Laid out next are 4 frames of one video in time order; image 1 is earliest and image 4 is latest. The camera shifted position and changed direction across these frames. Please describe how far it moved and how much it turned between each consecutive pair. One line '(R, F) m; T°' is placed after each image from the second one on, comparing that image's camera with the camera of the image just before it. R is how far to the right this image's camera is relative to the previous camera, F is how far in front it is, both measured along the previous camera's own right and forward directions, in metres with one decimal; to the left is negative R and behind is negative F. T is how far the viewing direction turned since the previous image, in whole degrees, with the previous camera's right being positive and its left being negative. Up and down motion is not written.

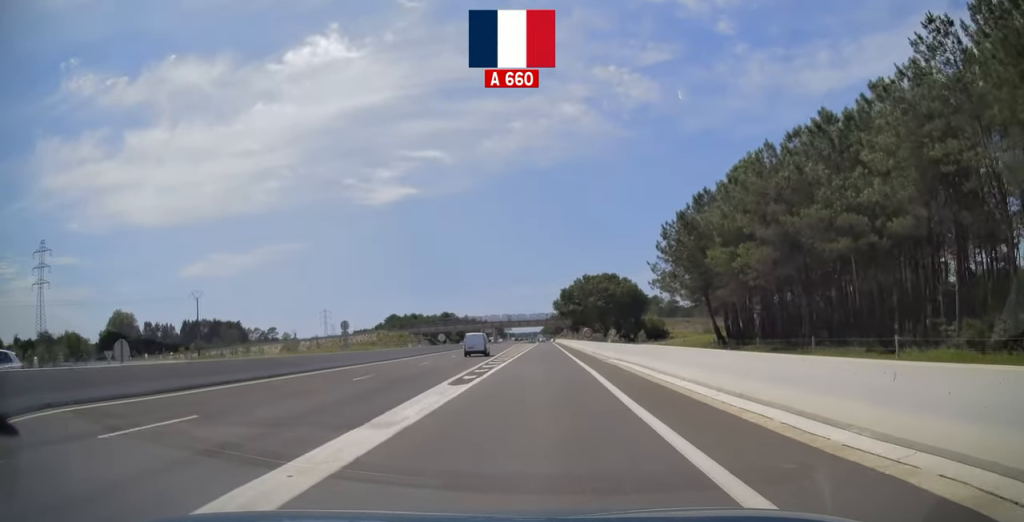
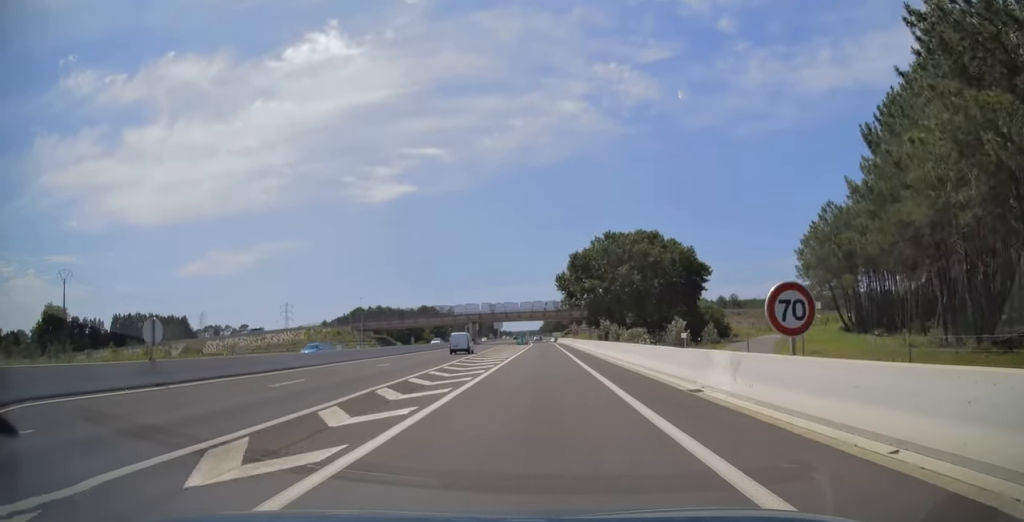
(+0.8, +56.9) m; 0°
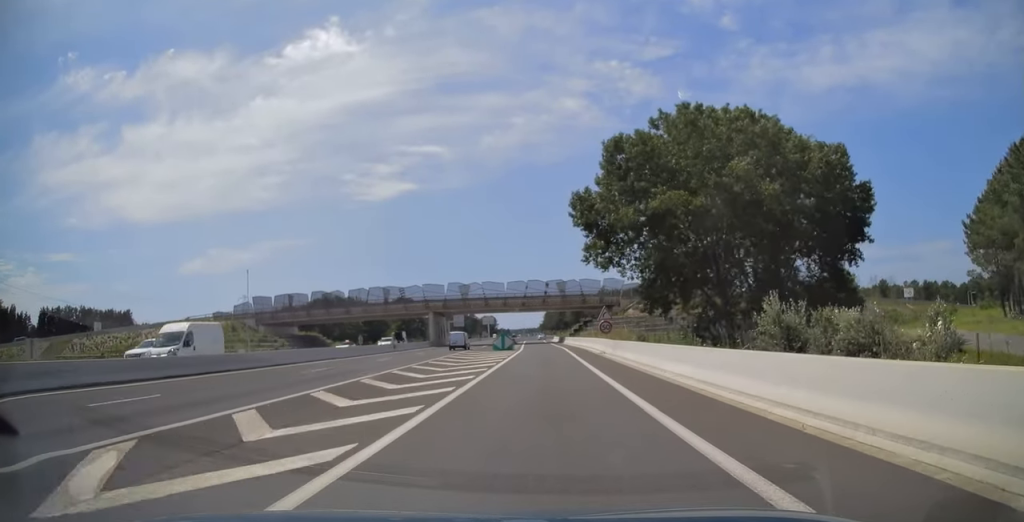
(+0.4, +47.2) m; +1°
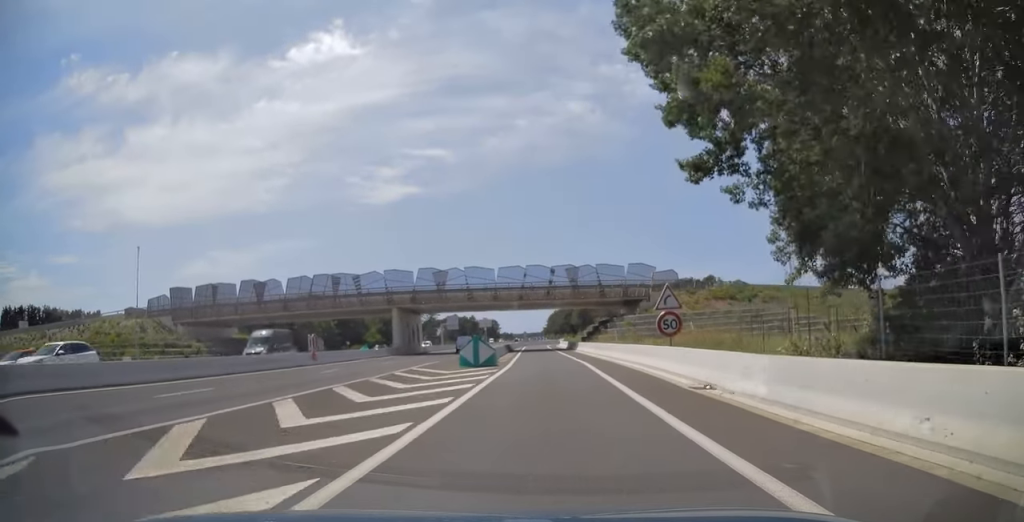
(-0.3, +23.3) m; -1°
